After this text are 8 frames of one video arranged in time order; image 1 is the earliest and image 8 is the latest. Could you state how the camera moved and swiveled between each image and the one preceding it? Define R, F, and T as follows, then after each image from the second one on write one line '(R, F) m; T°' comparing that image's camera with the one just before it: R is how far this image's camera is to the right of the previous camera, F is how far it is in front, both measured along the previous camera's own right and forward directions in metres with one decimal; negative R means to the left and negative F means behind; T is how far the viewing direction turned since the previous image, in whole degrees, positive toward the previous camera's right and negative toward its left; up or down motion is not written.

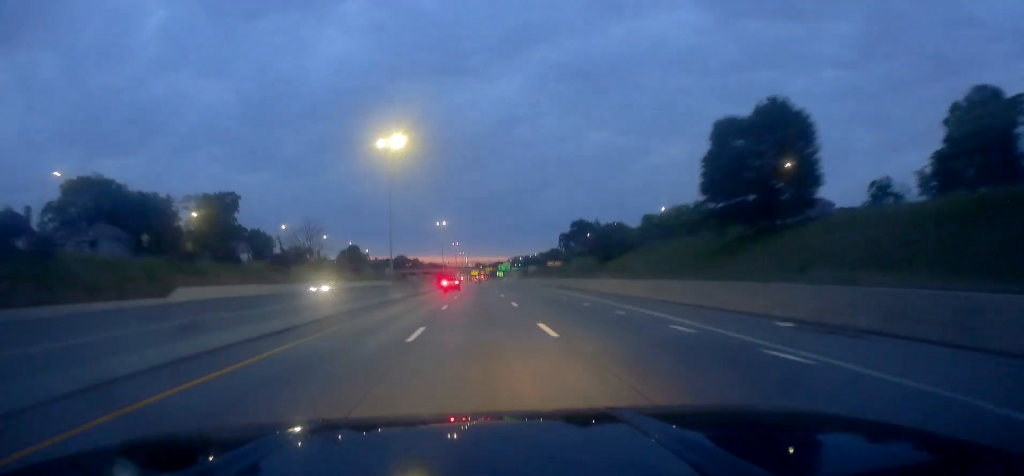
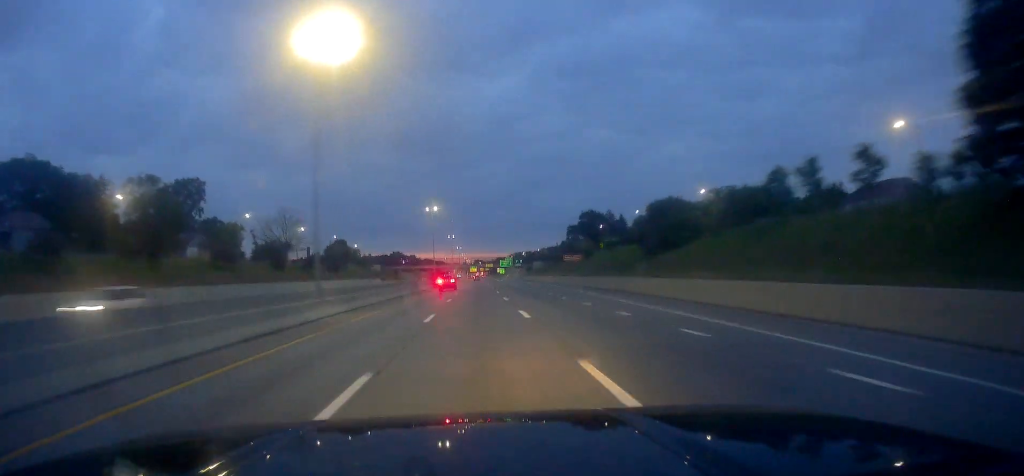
(0.0, +23.4) m; 0°
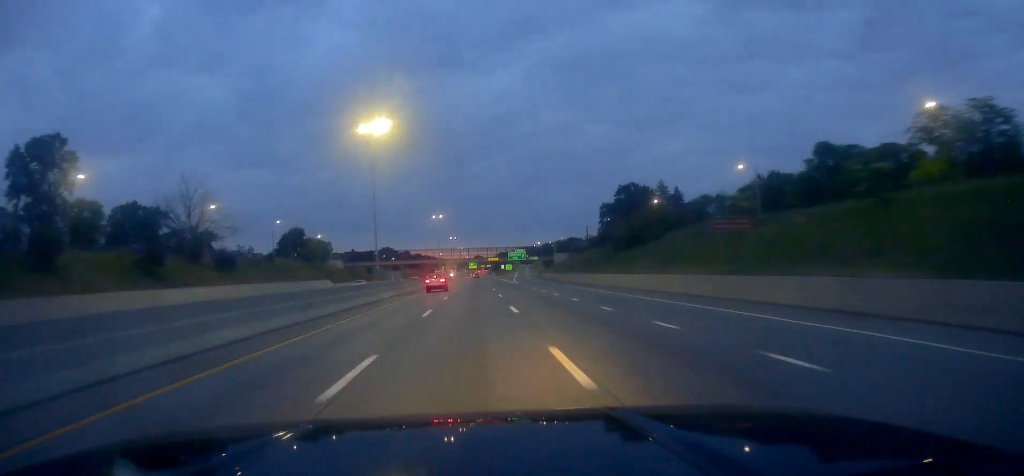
(0.0, +59.0) m; 0°
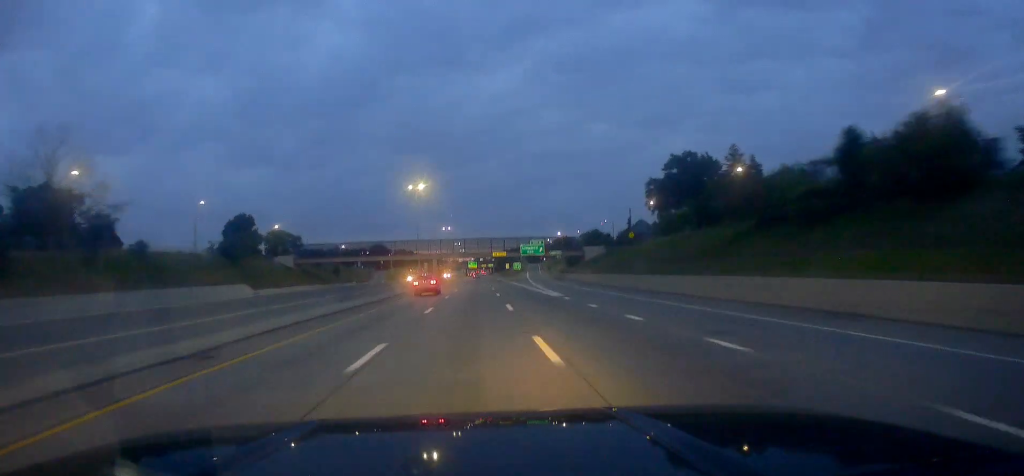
(0.0, +43.3) m; 0°
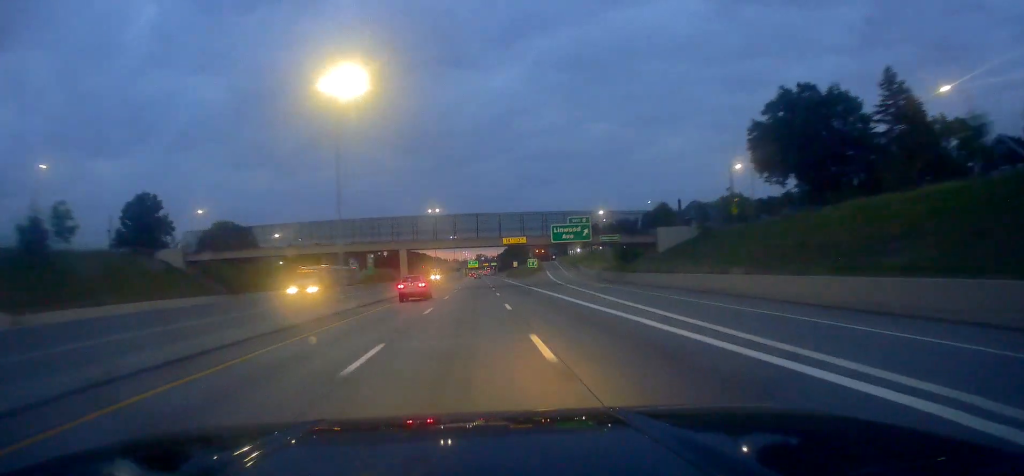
(+0.6, +46.6) m; +1°
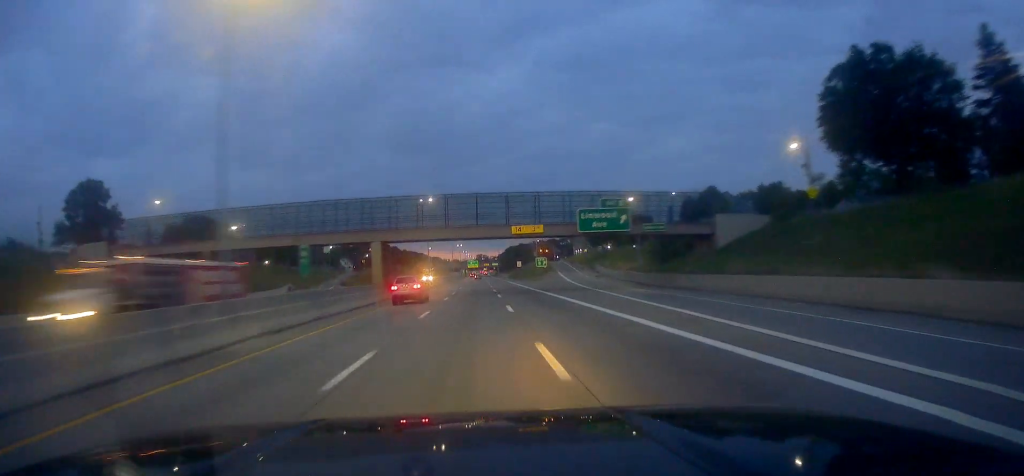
(0.0, +16.5) m; 0°
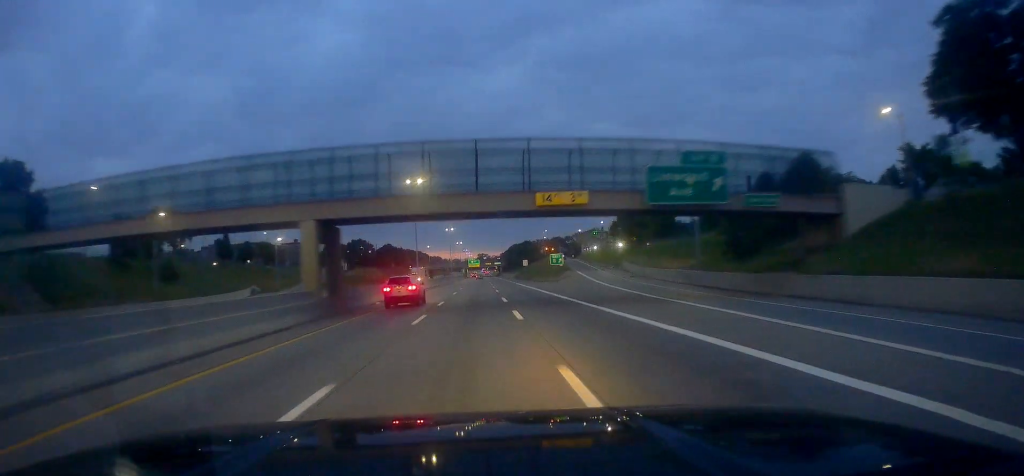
(+0.1, +18.7) m; -1°
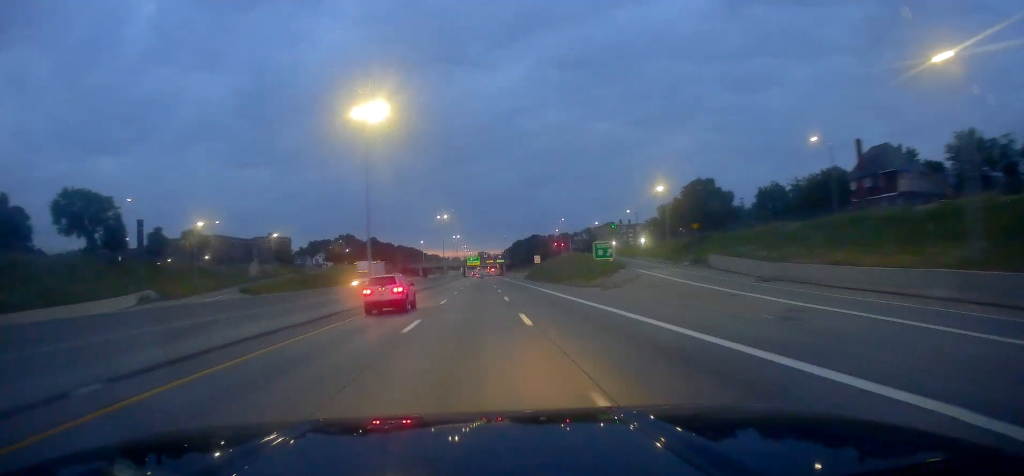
(-0.5, +32.1) m; -2°
